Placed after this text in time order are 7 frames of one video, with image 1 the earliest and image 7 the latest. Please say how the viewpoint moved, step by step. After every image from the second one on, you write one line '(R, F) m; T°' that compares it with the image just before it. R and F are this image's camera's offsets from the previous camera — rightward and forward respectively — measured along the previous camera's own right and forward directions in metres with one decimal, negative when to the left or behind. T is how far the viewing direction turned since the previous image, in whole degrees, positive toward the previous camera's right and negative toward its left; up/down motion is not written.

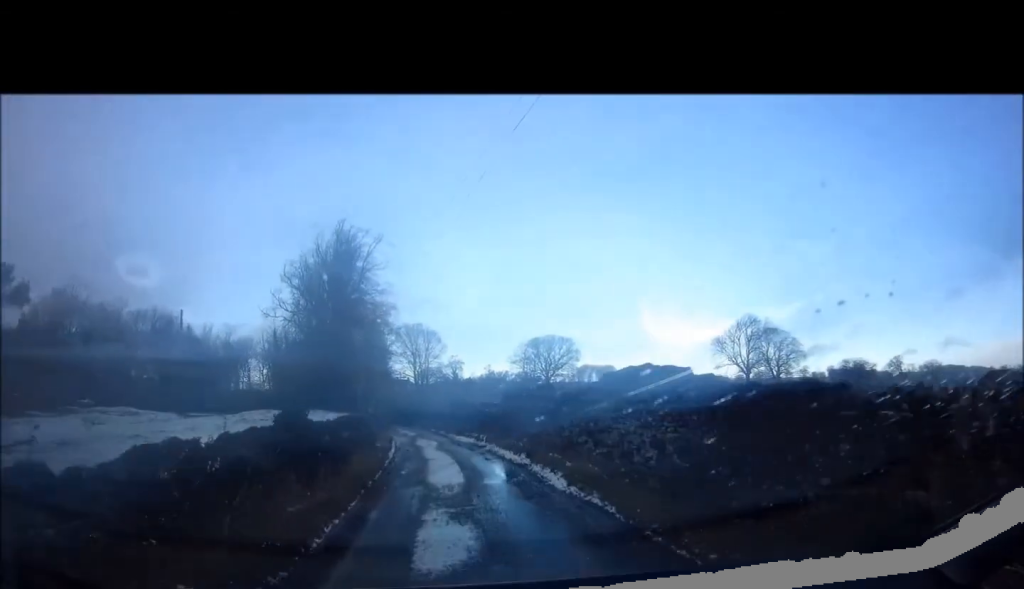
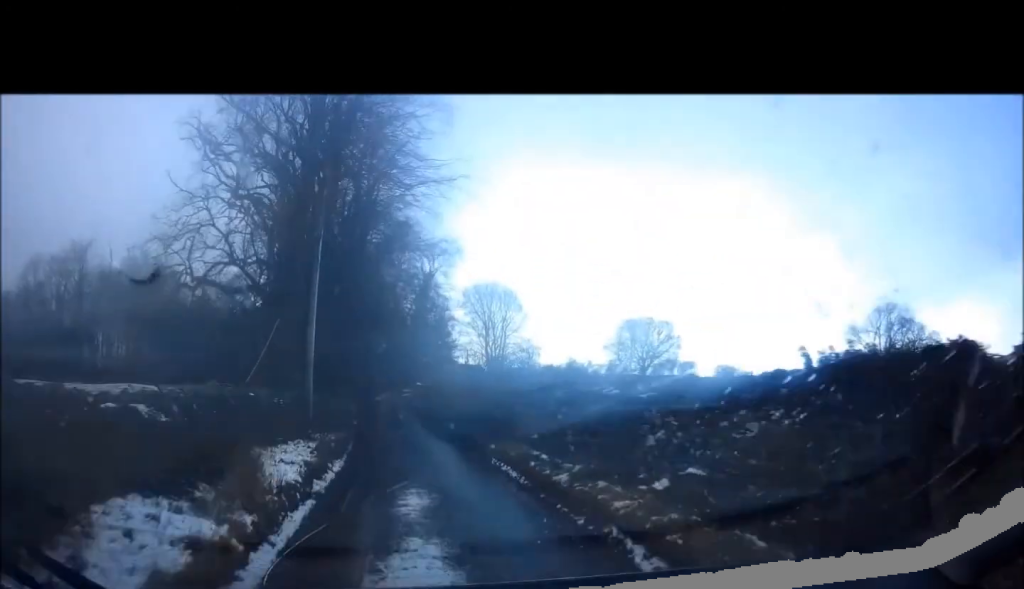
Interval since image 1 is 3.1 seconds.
(-0.6, +30.0) m; -5°
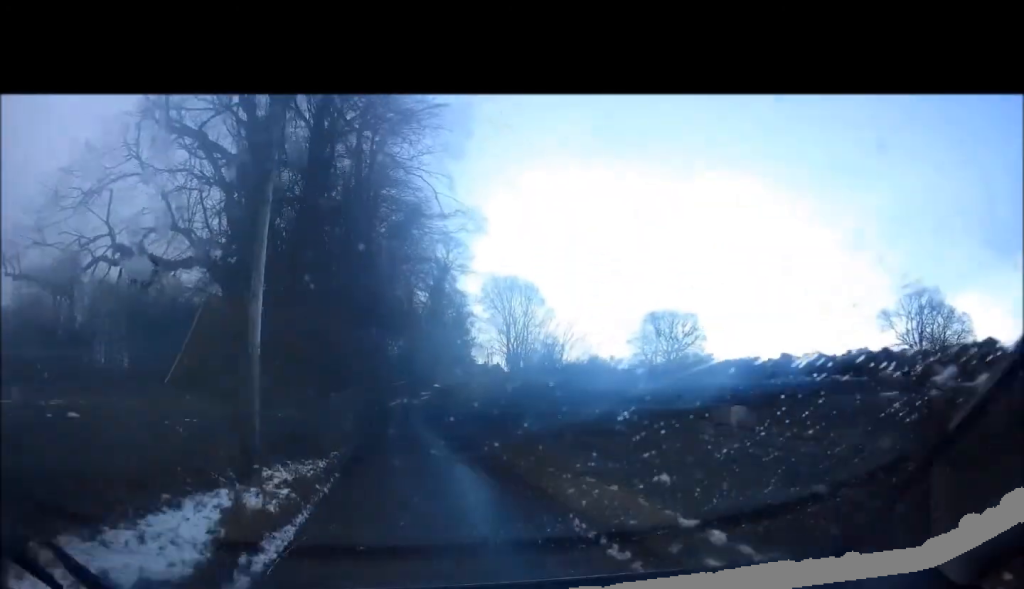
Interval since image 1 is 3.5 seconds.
(0.0, +4.8) m; -2°
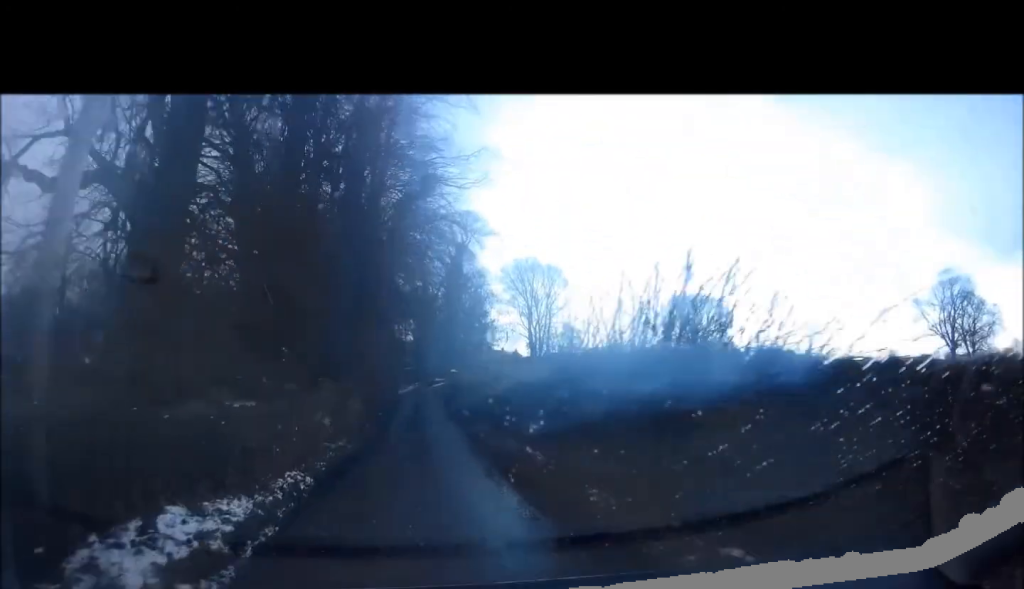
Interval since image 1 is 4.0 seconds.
(-0.1, +5.2) m; -2°
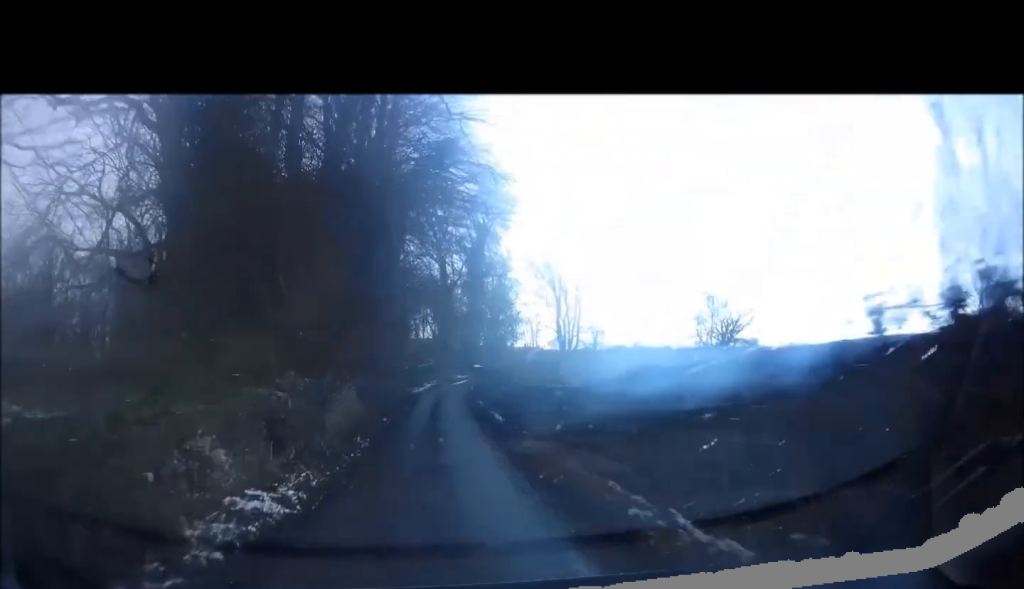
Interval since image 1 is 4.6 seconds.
(-0.1, +6.2) m; -1°
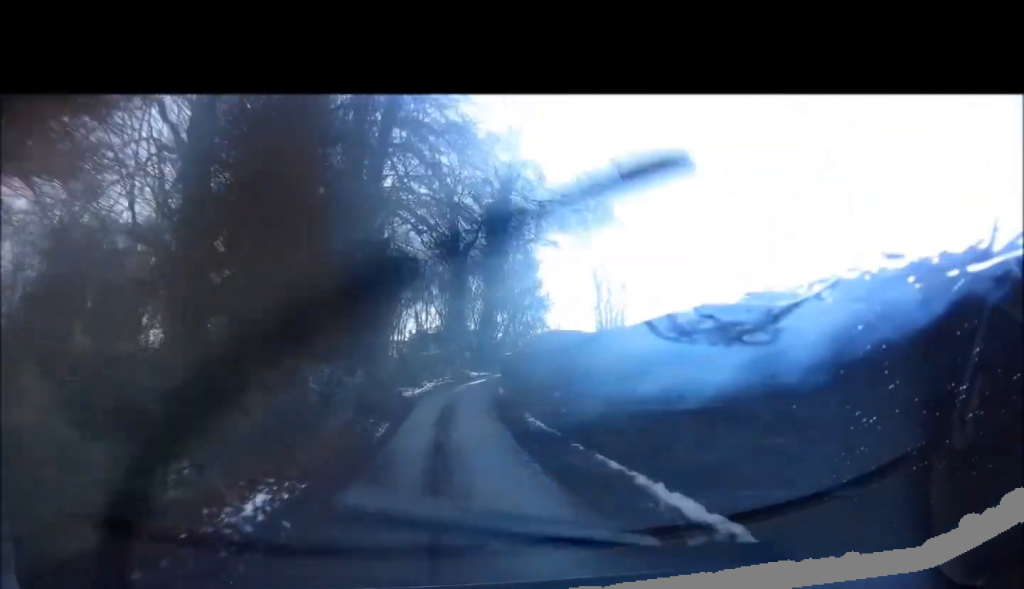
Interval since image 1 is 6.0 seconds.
(0.0, +14.2) m; +2°
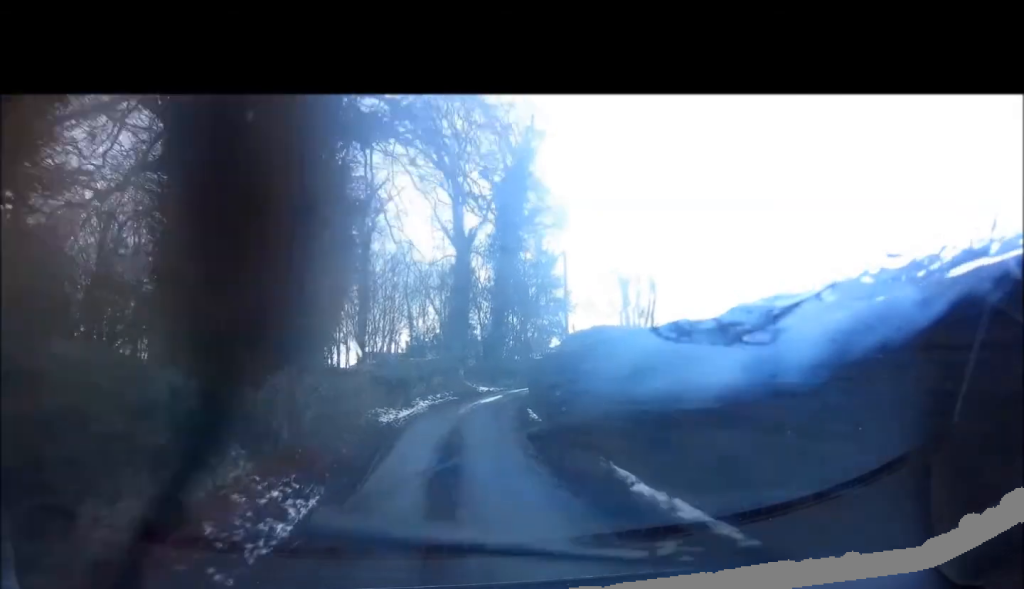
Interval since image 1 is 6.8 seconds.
(+0.2, +7.4) m; +1°
